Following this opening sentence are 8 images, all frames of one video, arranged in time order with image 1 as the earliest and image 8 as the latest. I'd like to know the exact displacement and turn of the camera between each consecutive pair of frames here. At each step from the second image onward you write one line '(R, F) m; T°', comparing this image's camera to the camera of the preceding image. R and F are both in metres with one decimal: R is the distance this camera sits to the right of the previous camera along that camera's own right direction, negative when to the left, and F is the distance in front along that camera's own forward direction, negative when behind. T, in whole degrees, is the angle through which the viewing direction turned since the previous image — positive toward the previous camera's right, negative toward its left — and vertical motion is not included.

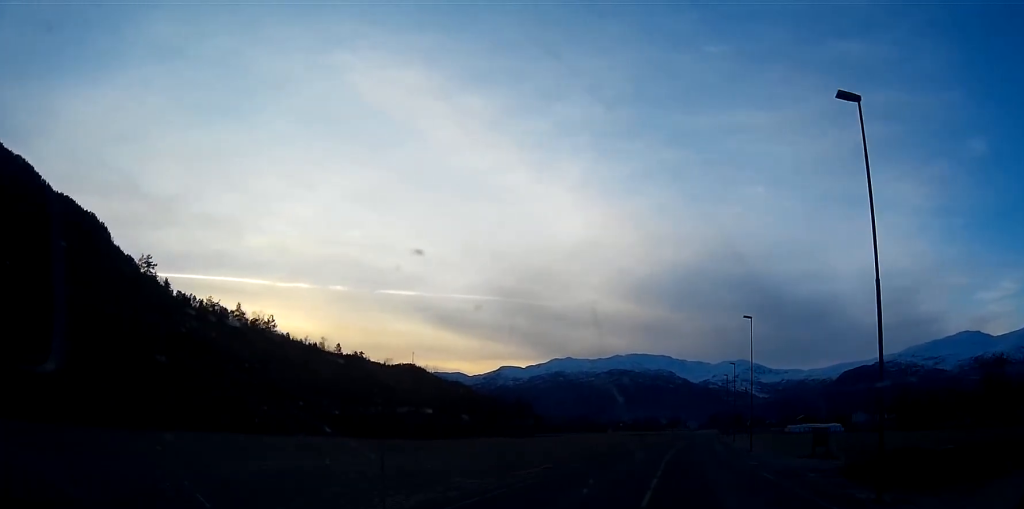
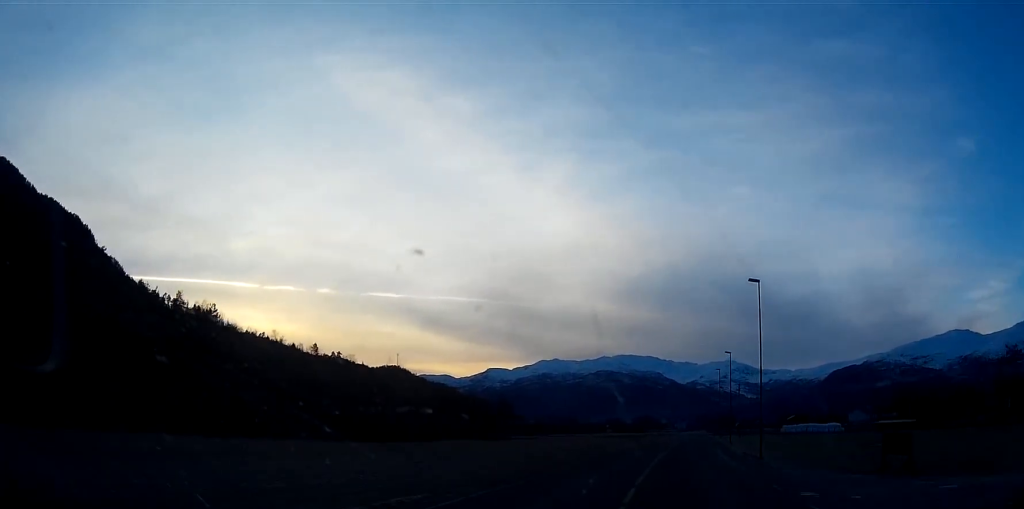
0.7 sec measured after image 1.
(+0.2, +14.4) m; +1°
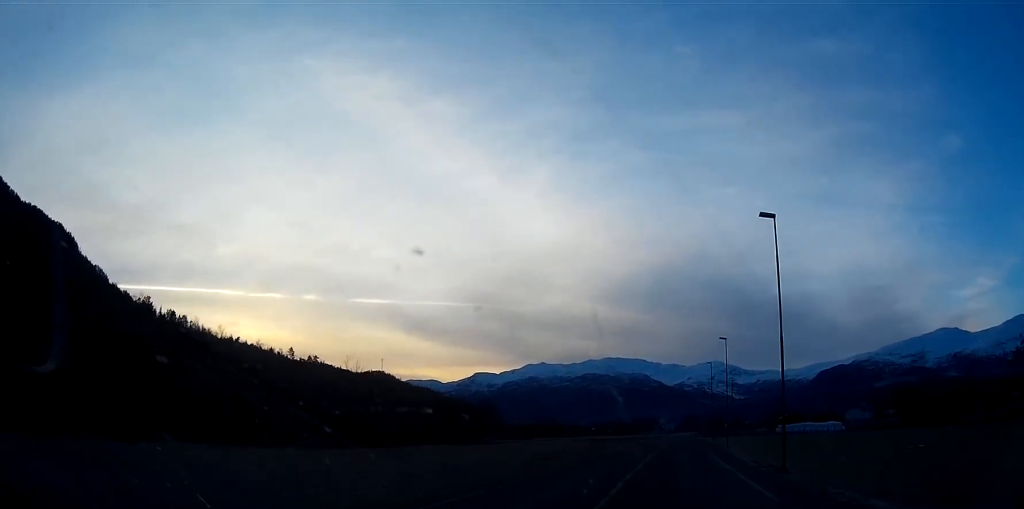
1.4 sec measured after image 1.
(0.0, +13.7) m; +1°
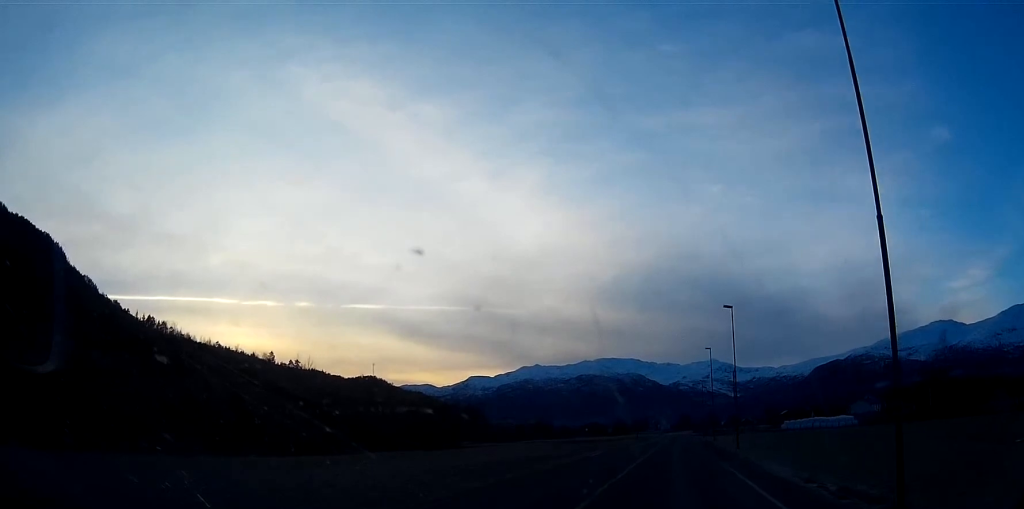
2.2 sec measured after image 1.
(+0.2, +16.6) m; +1°
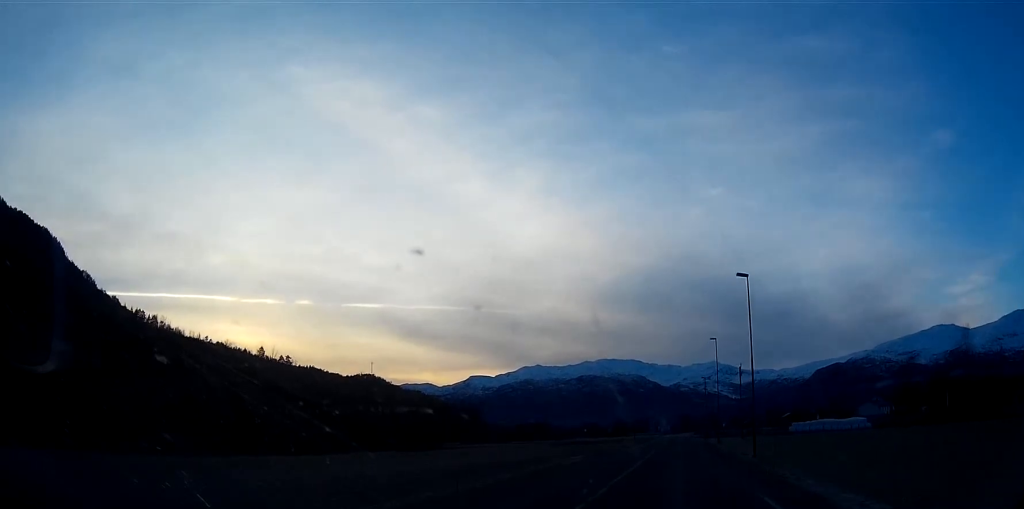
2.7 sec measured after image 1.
(0.0, +11.8) m; 0°
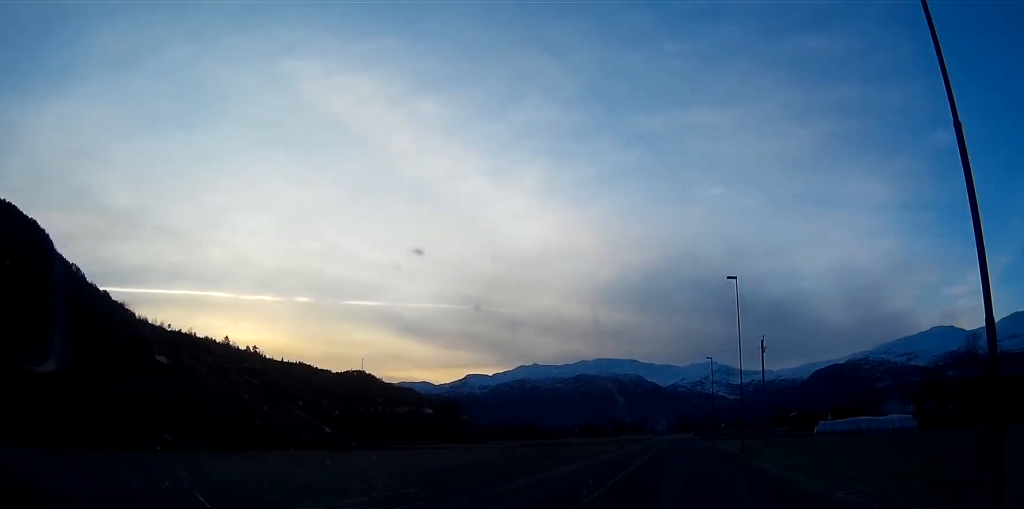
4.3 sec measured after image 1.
(+0.1, +32.8) m; 0°
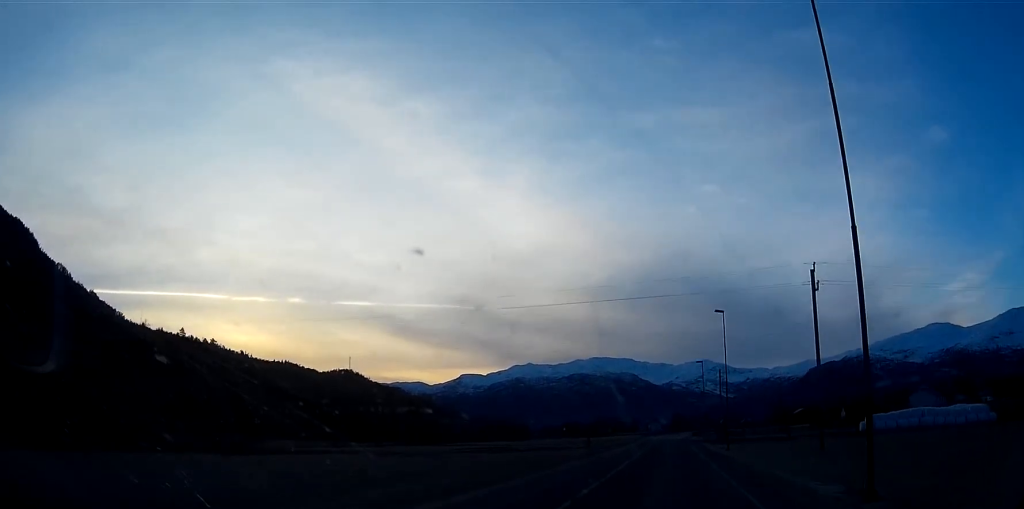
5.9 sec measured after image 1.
(+0.1, +34.0) m; 0°
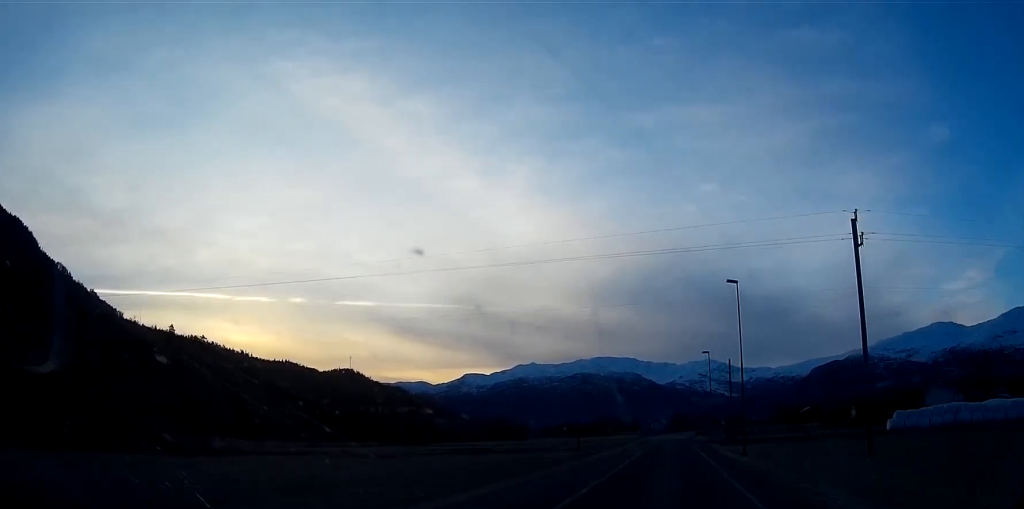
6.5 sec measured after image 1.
(0.0, +11.0) m; 0°
